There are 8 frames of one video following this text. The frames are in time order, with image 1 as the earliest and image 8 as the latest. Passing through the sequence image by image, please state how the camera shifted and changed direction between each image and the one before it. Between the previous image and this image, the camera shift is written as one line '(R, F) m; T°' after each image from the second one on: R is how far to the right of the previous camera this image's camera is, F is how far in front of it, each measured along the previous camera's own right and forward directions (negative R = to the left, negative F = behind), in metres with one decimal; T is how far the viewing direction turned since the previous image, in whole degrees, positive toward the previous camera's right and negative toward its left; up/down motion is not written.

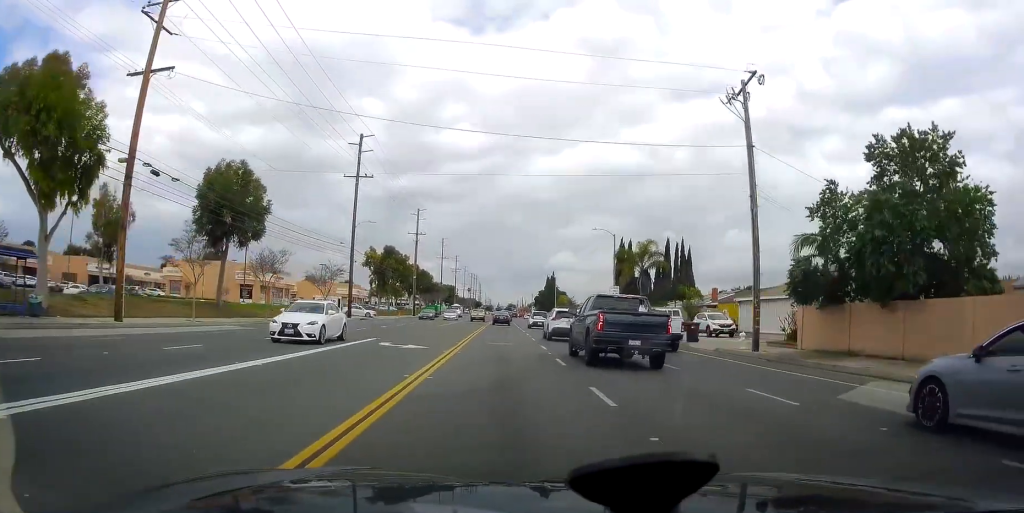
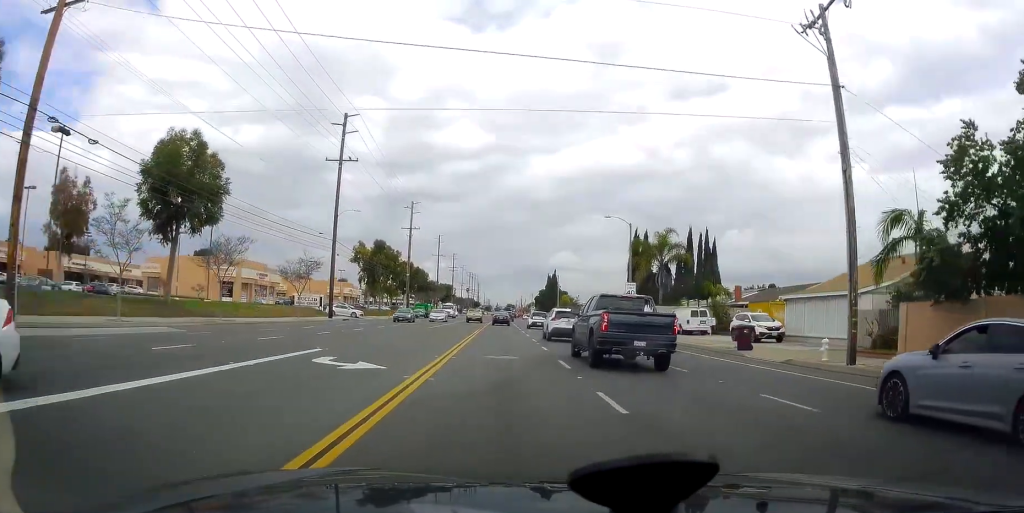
(-0.2, +7.7) m; 0°
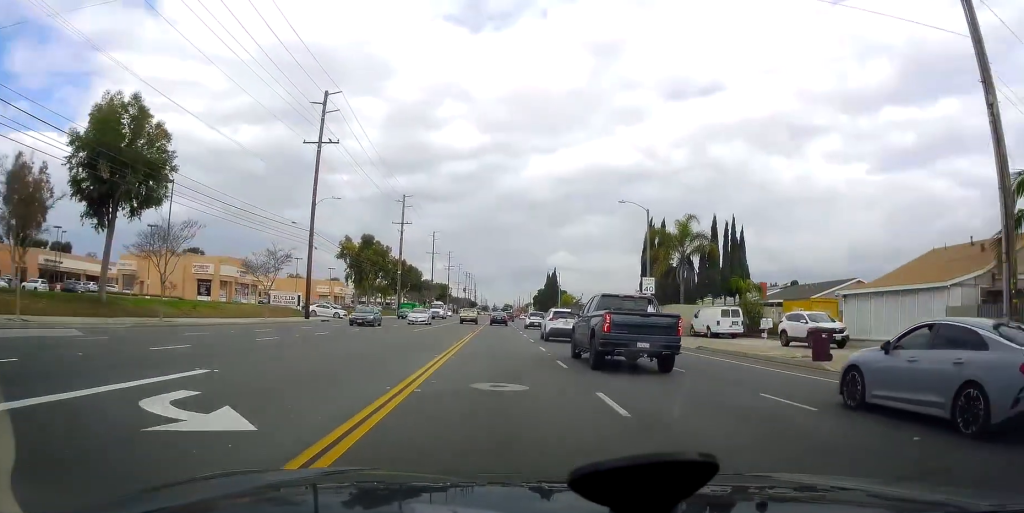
(+0.1, +7.1) m; +1°
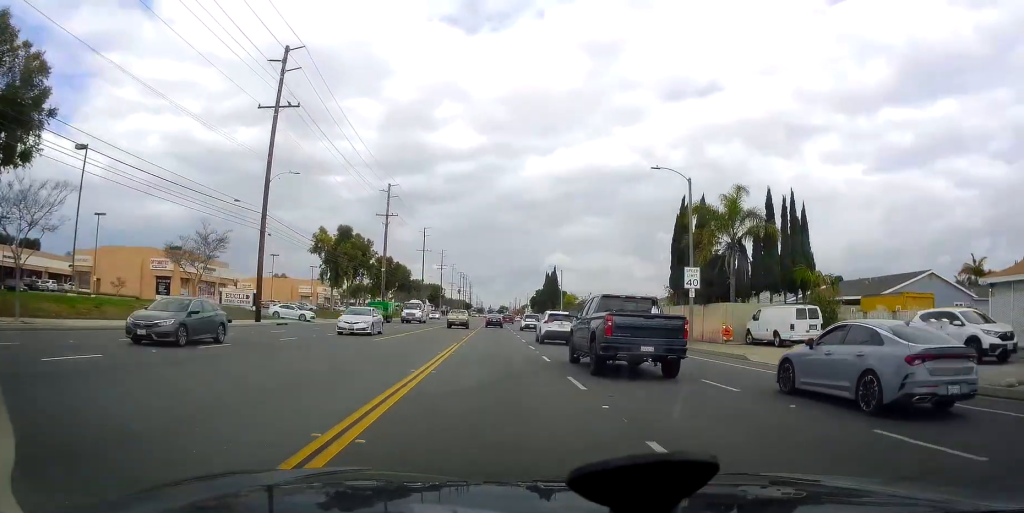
(+0.2, +11.1) m; +1°
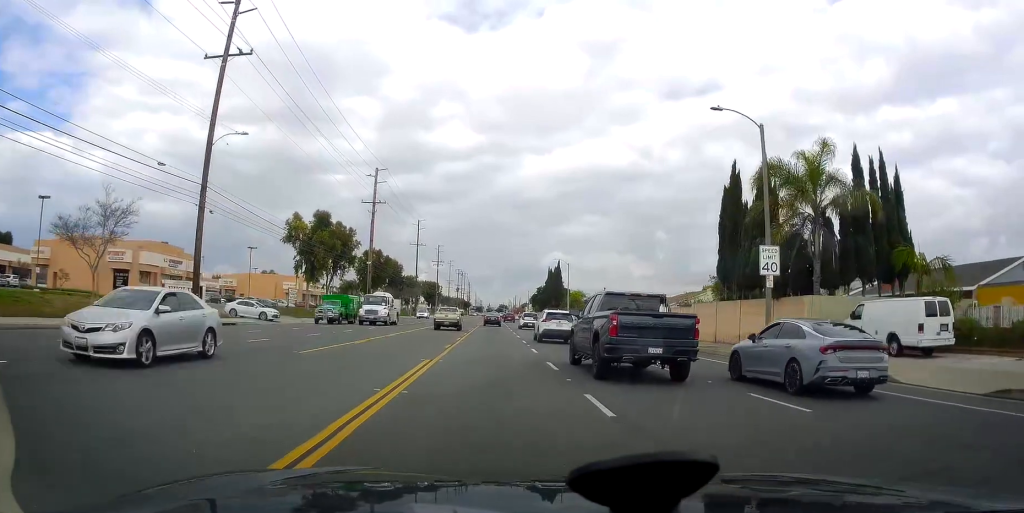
(0.0, +9.9) m; 0°
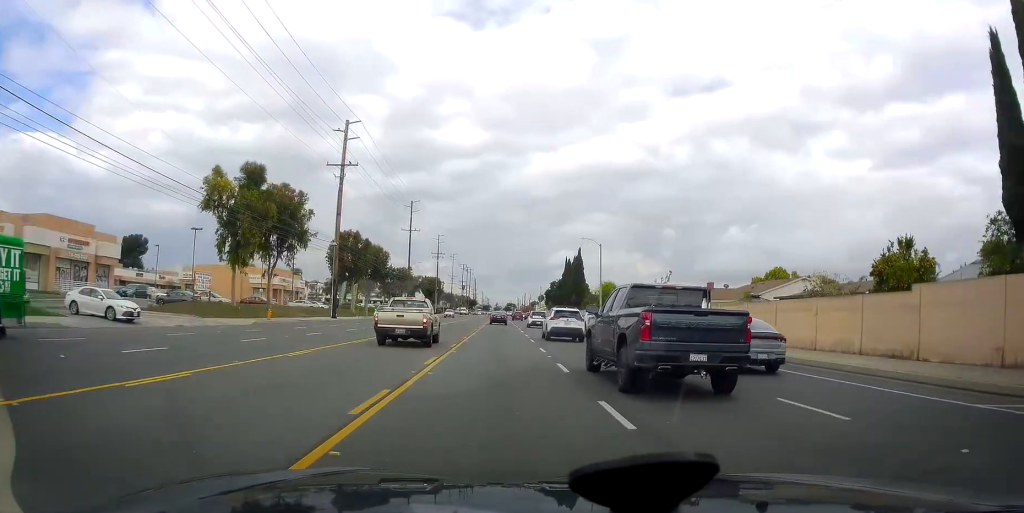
(-0.4, +21.8) m; -3°
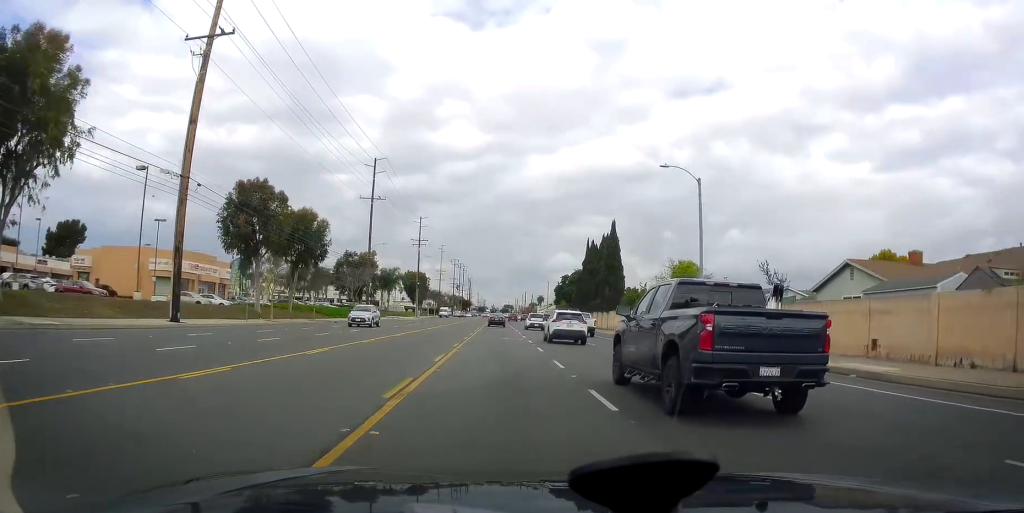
(+0.6, +33.6) m; +3°
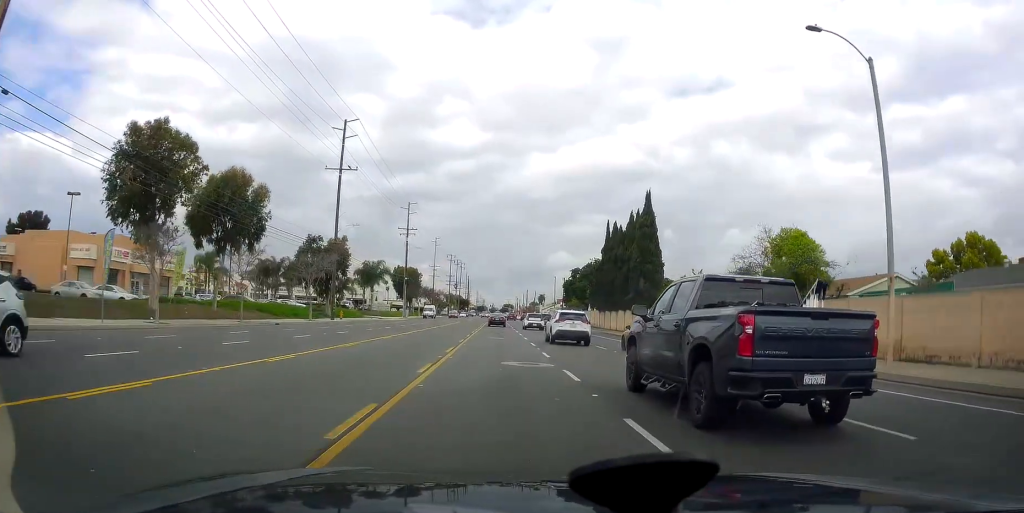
(0.0, +17.0) m; -2°
